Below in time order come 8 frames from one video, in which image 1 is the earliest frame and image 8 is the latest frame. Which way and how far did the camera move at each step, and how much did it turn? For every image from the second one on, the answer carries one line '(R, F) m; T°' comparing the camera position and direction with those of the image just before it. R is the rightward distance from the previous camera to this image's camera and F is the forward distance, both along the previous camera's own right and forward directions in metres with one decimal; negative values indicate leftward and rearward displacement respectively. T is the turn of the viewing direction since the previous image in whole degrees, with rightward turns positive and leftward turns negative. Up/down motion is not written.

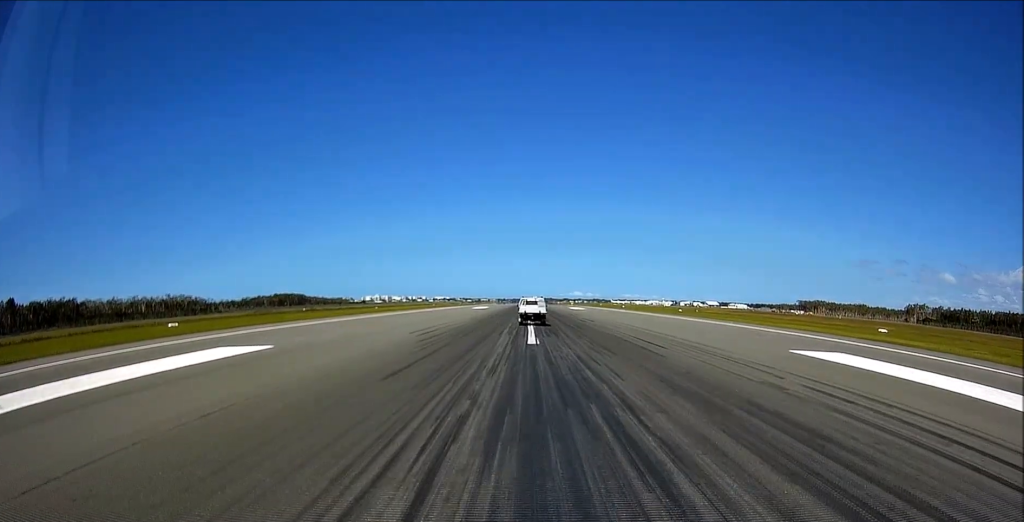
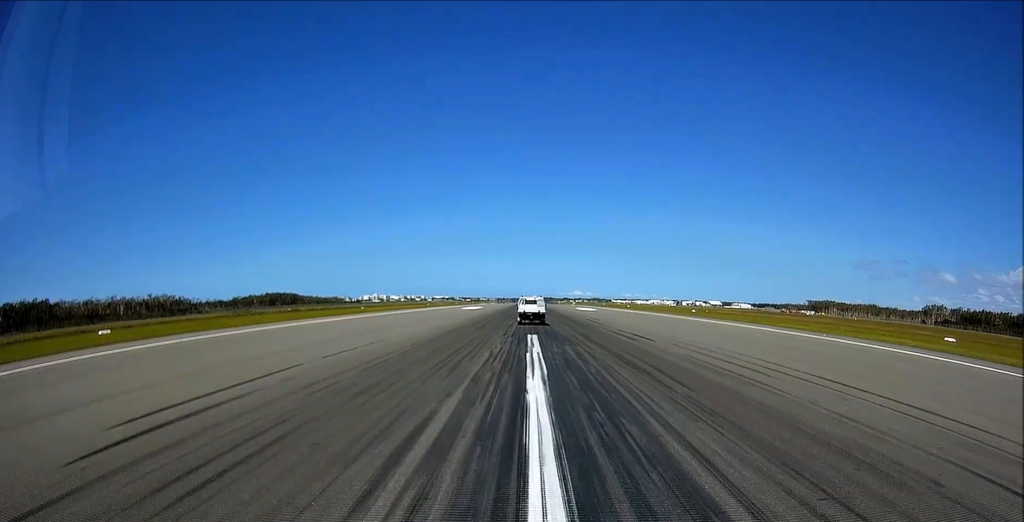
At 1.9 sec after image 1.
(+0.2, +25.3) m; +1°
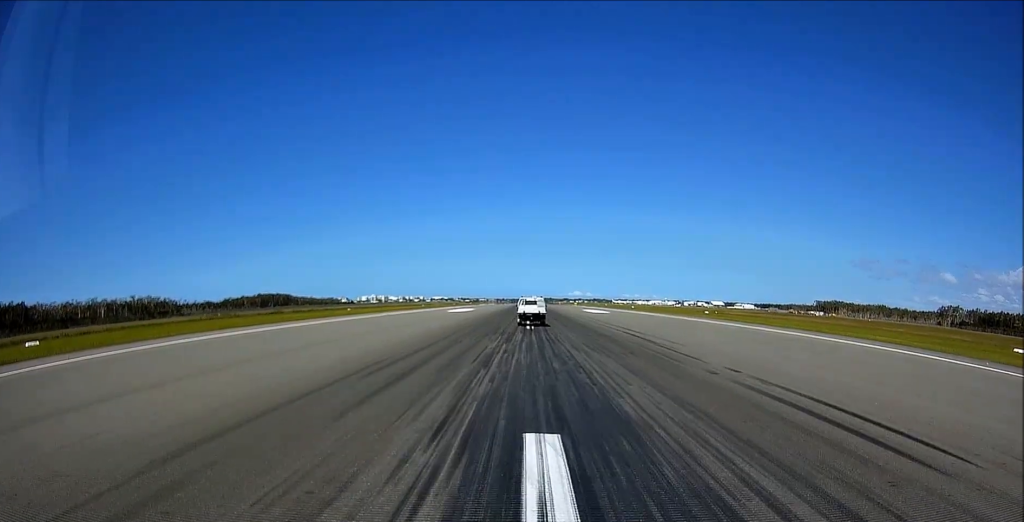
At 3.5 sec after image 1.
(0.0, +21.0) m; 0°
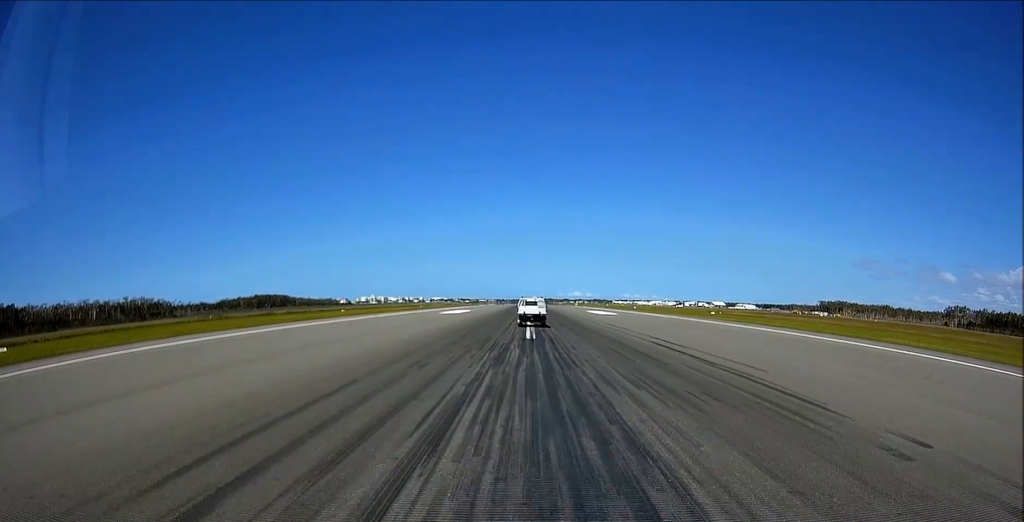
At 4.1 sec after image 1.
(0.0, +9.2) m; -1°
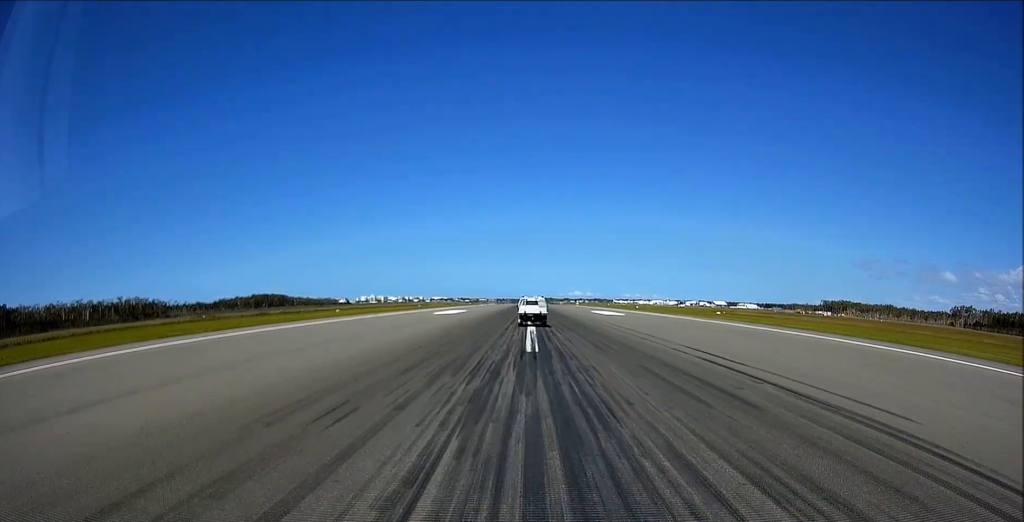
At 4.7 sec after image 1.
(+0.1, +7.4) m; -1°
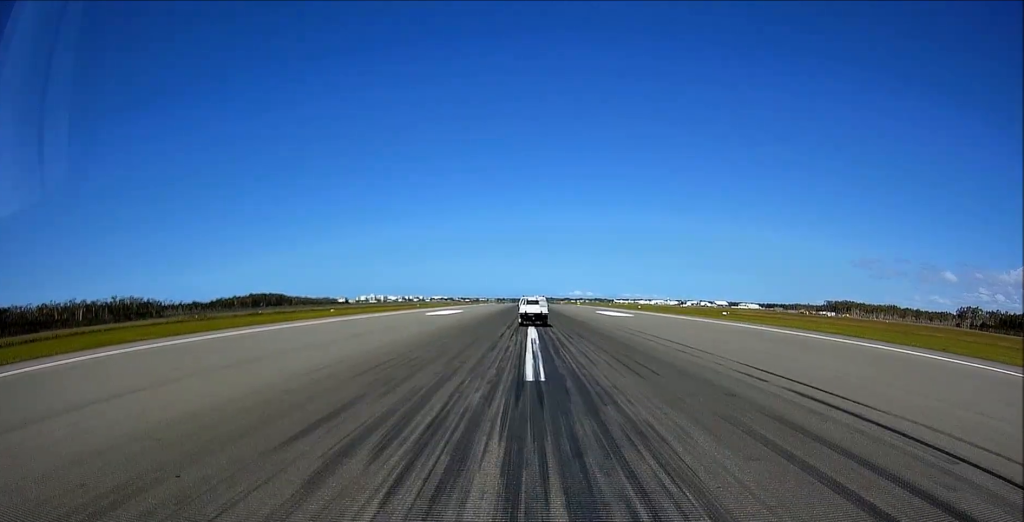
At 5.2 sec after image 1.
(-0.2, +7.4) m; +1°
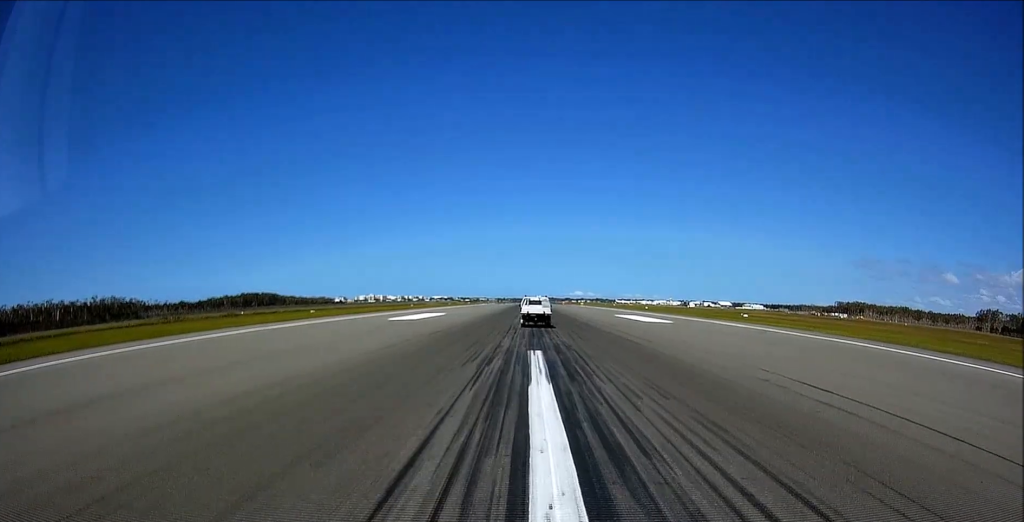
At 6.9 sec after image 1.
(+0.7, +26.8) m; +2°
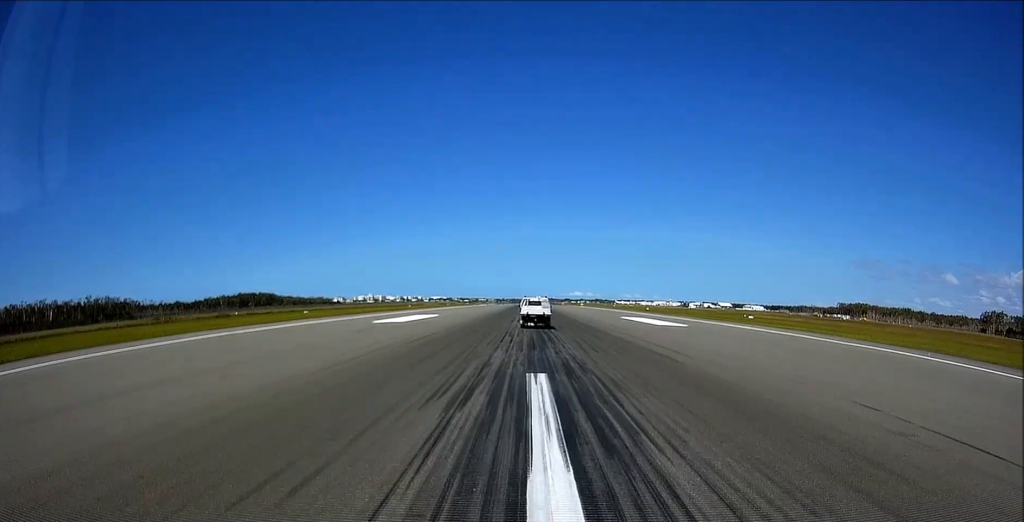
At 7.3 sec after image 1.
(-0.1, +7.5) m; -1°
